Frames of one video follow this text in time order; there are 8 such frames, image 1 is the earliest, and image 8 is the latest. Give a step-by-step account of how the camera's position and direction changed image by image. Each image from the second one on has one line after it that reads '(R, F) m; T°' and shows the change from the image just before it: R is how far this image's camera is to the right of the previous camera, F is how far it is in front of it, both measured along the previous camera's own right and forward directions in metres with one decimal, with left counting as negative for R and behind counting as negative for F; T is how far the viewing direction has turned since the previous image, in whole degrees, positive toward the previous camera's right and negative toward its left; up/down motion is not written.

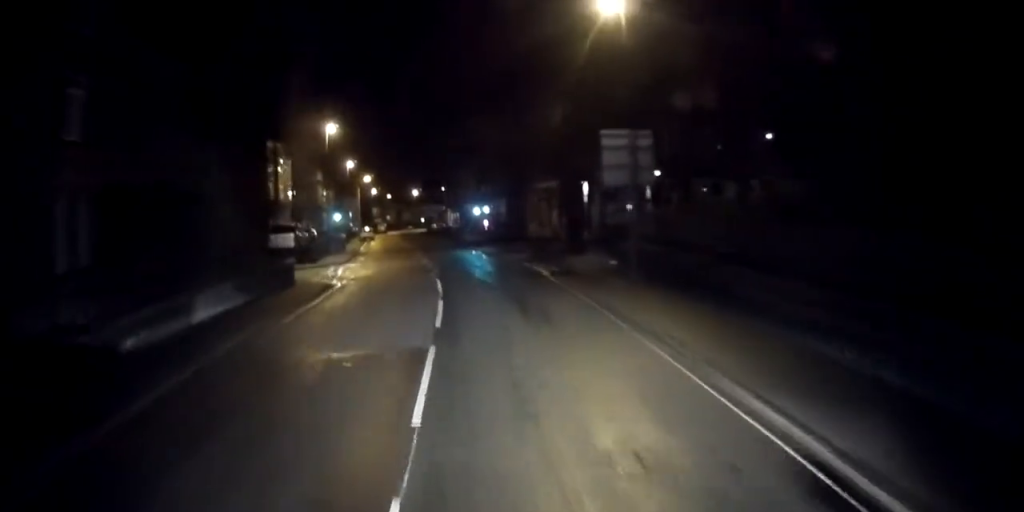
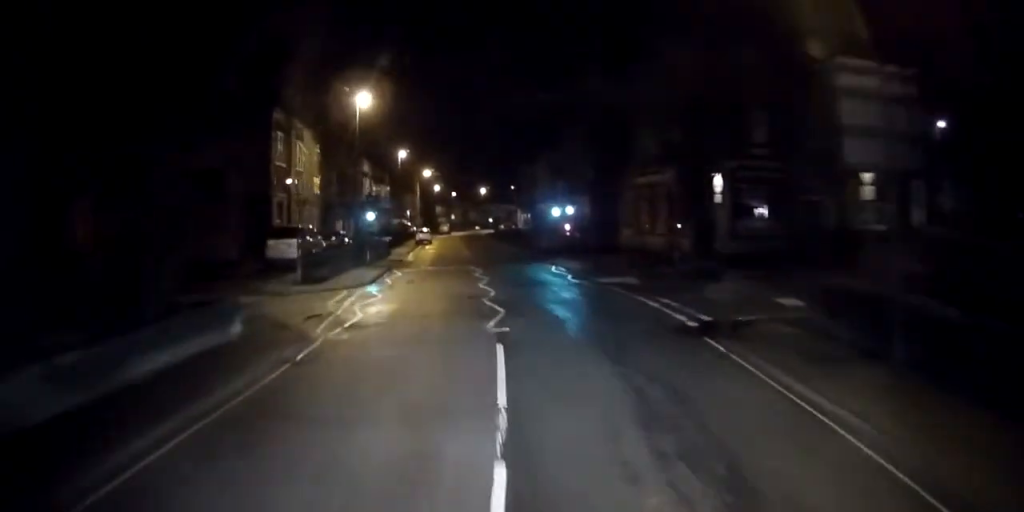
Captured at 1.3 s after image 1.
(-0.2, +11.0) m; -3°
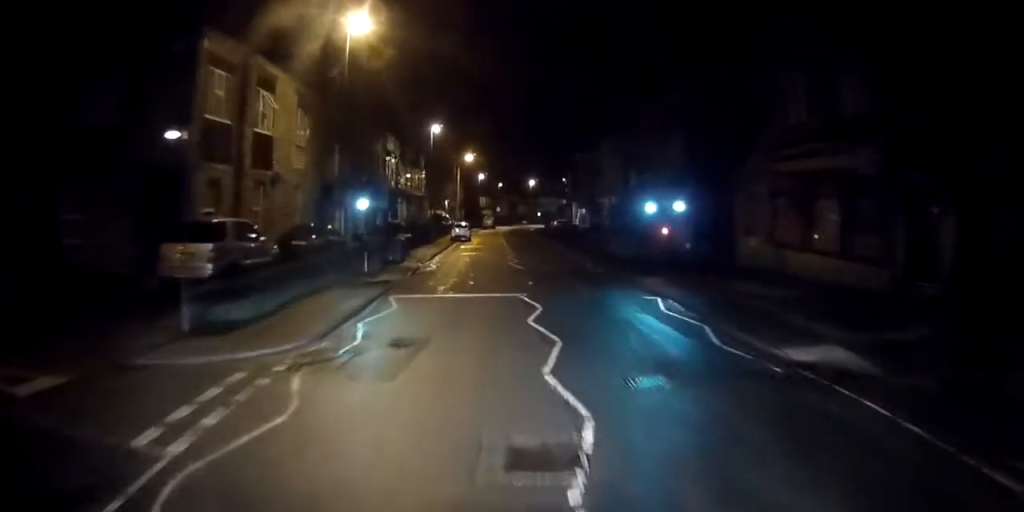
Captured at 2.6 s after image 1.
(-0.6, +12.3) m; -4°
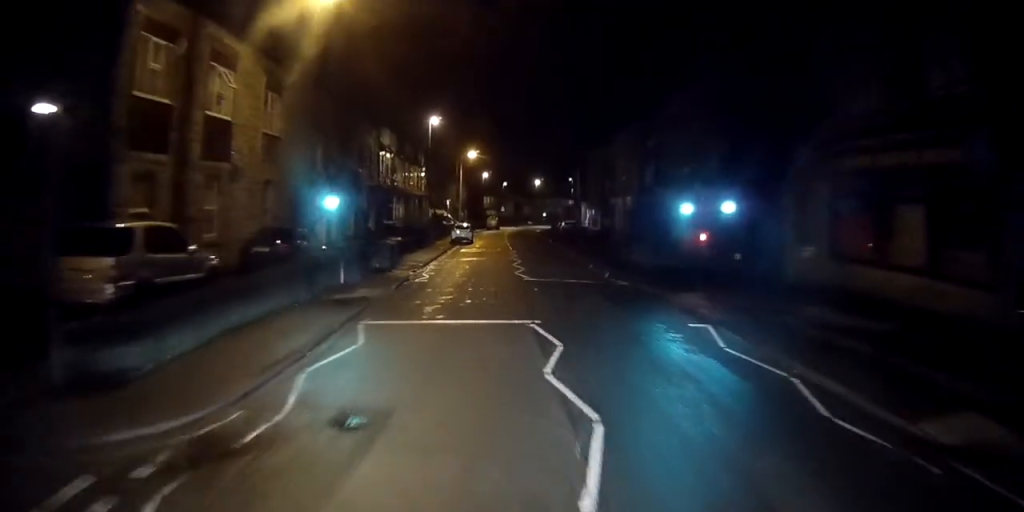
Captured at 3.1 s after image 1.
(-0.1, +4.3) m; 0°
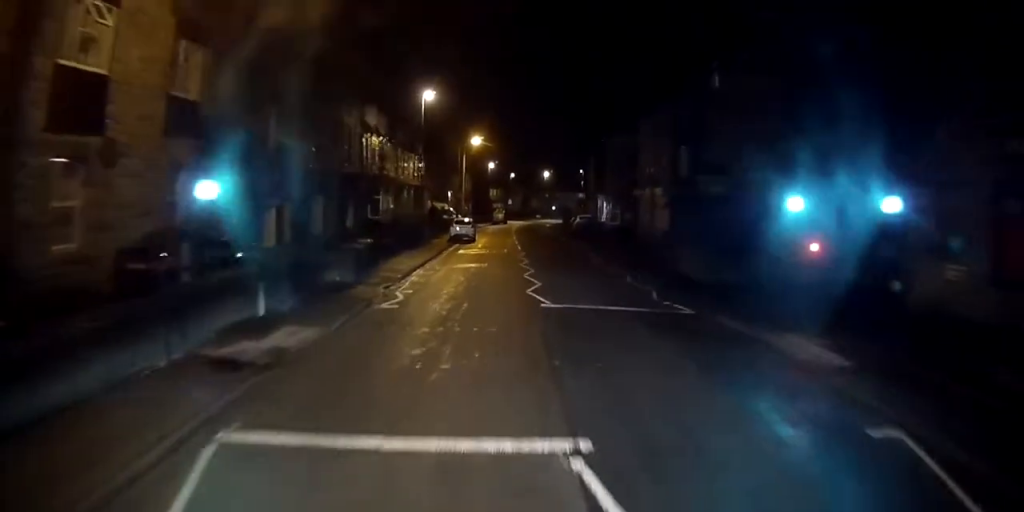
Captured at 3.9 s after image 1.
(0.0, +7.4) m; 0°
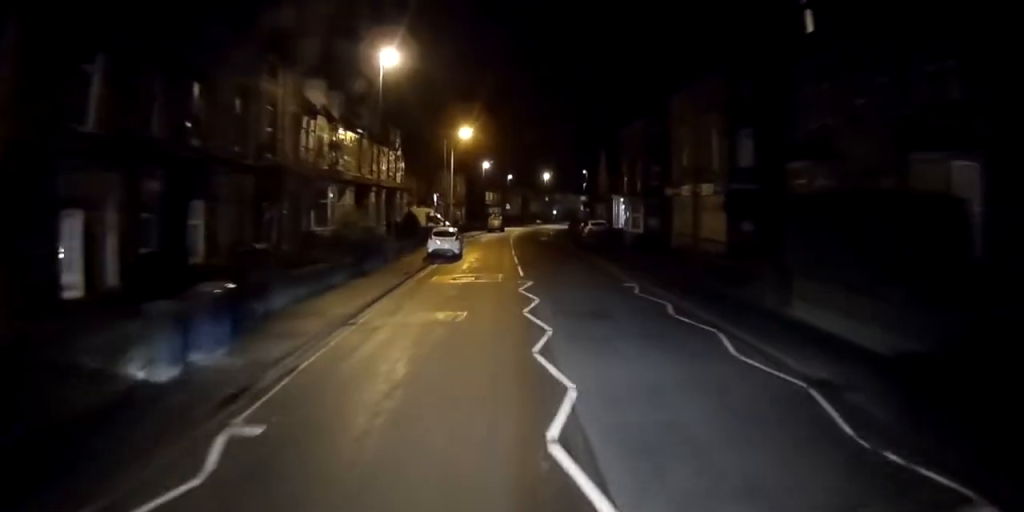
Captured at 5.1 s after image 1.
(0.0, +11.1) m; 0°
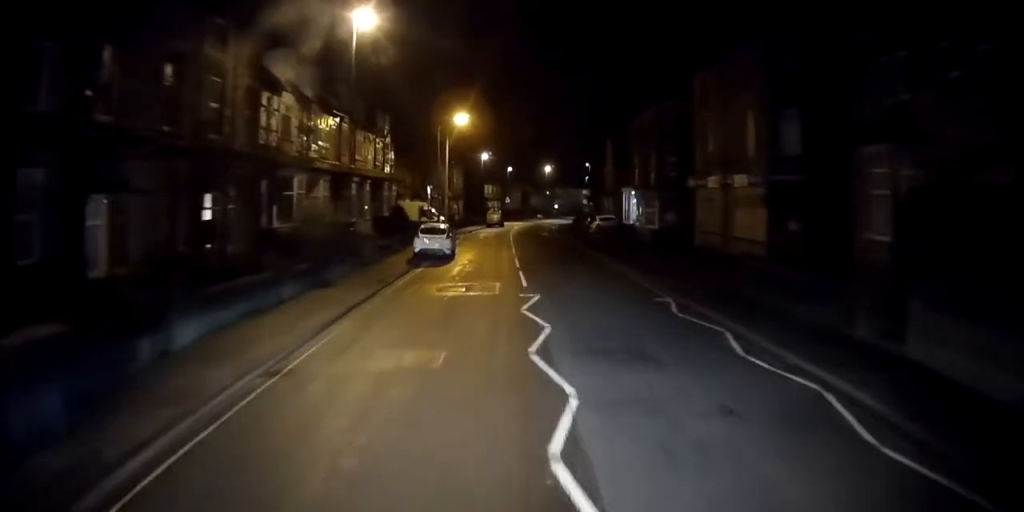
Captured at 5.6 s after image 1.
(0.0, +4.8) m; 0°
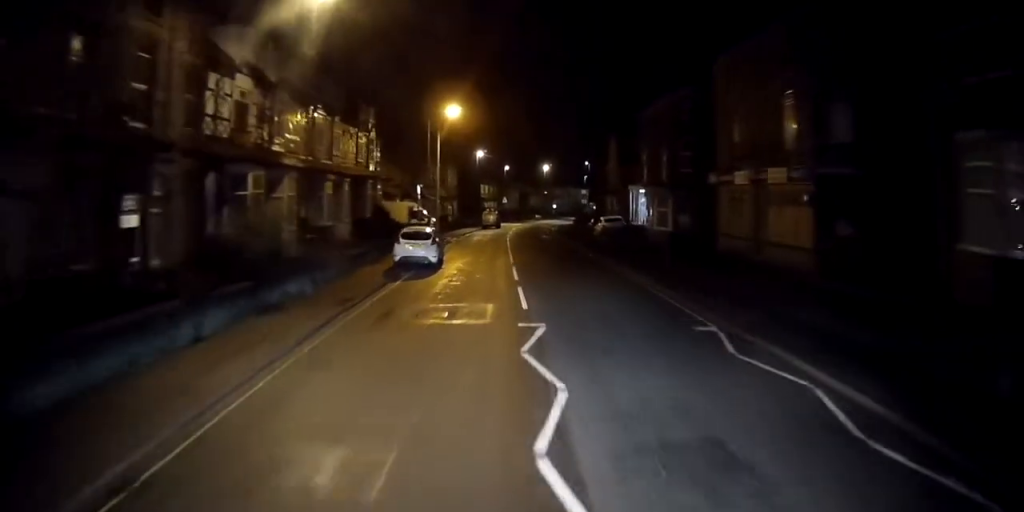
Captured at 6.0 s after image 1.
(0.0, +4.2) m; 0°
